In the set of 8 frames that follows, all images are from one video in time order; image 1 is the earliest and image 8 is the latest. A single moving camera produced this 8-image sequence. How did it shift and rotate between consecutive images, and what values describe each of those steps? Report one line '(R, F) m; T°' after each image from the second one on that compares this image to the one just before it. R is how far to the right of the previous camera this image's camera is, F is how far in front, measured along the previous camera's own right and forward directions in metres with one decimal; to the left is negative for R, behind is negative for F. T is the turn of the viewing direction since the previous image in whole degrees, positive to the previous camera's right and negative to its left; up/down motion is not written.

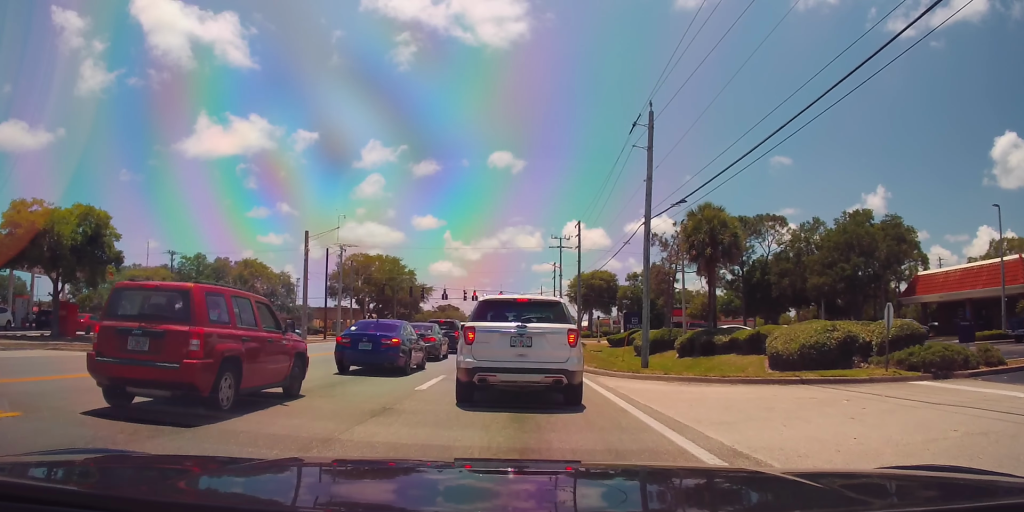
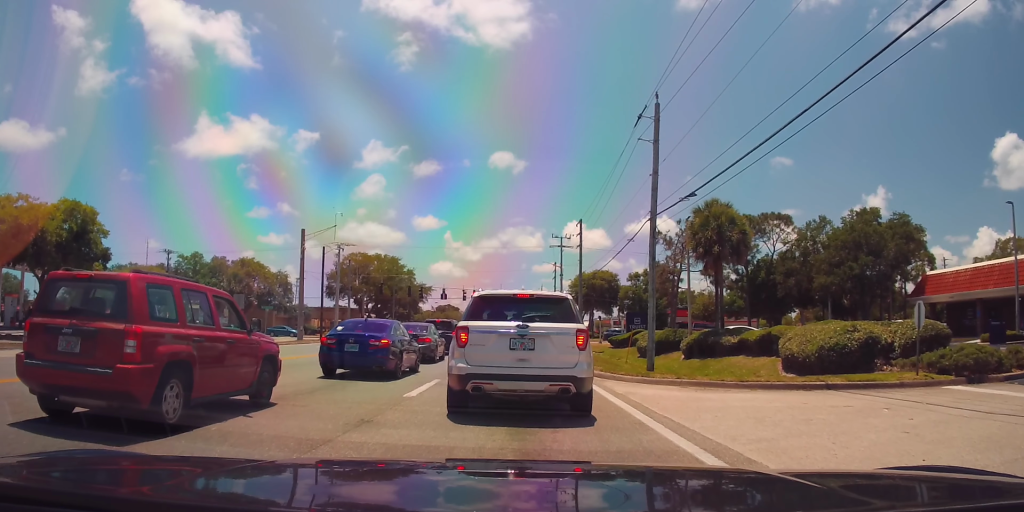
(0.0, +1.6) m; 0°
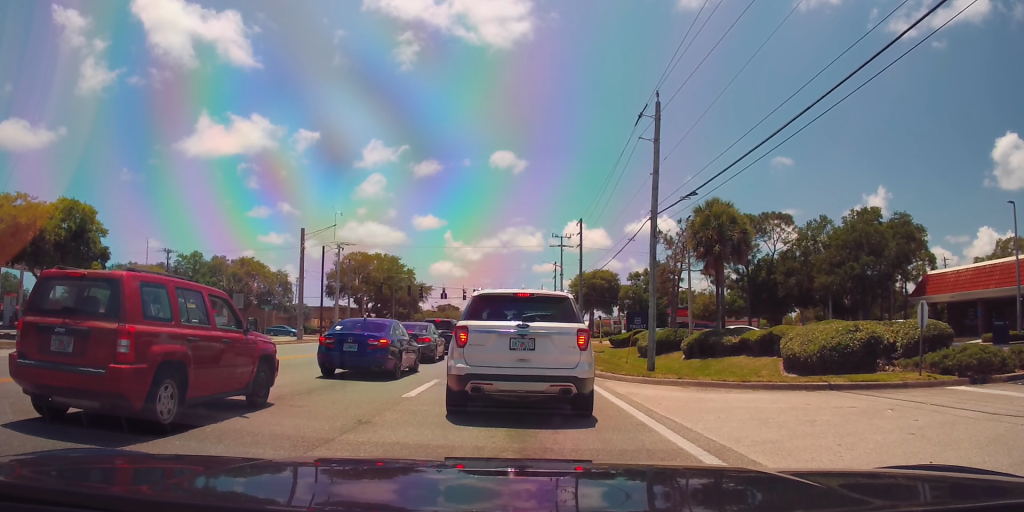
(0.0, +0.6) m; 0°
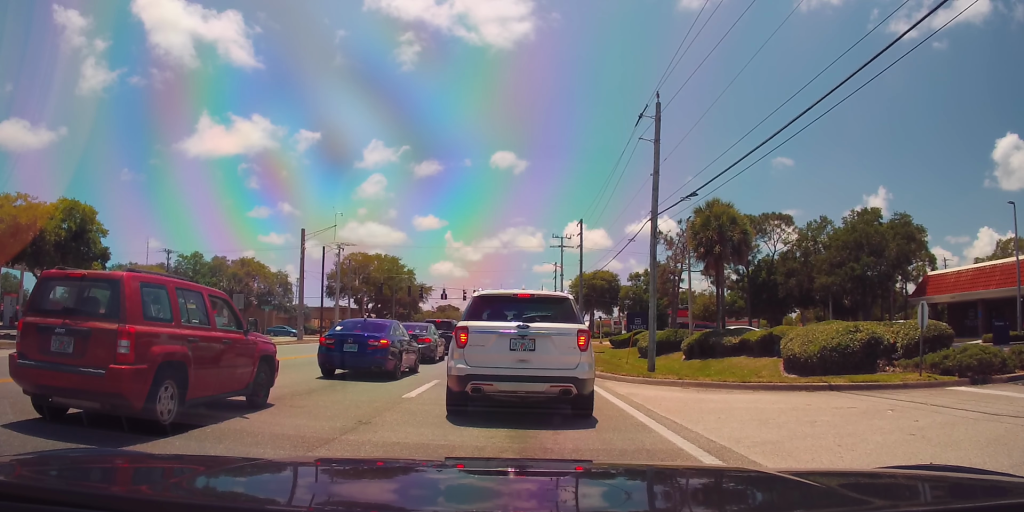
(0.0, +0.5) m; 0°
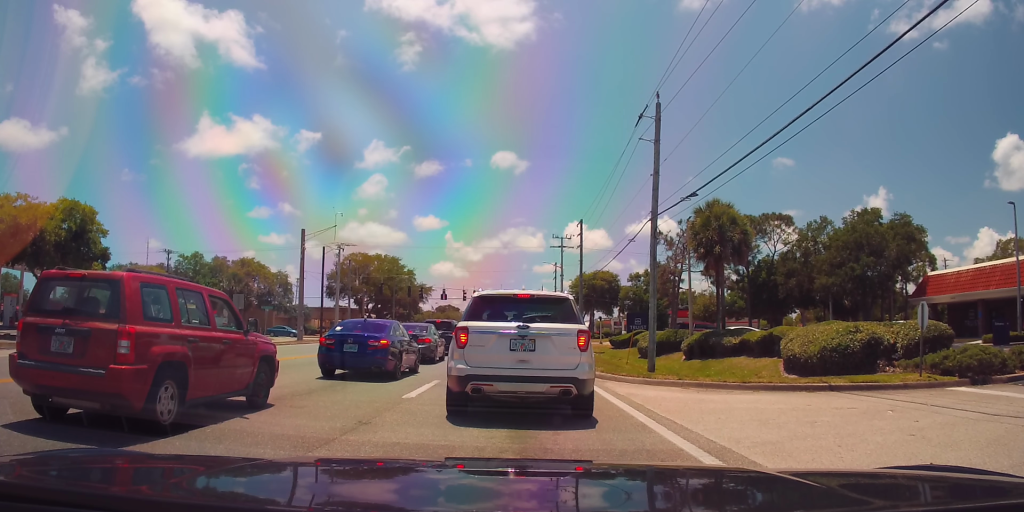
(0.0, +0.3) m; 0°
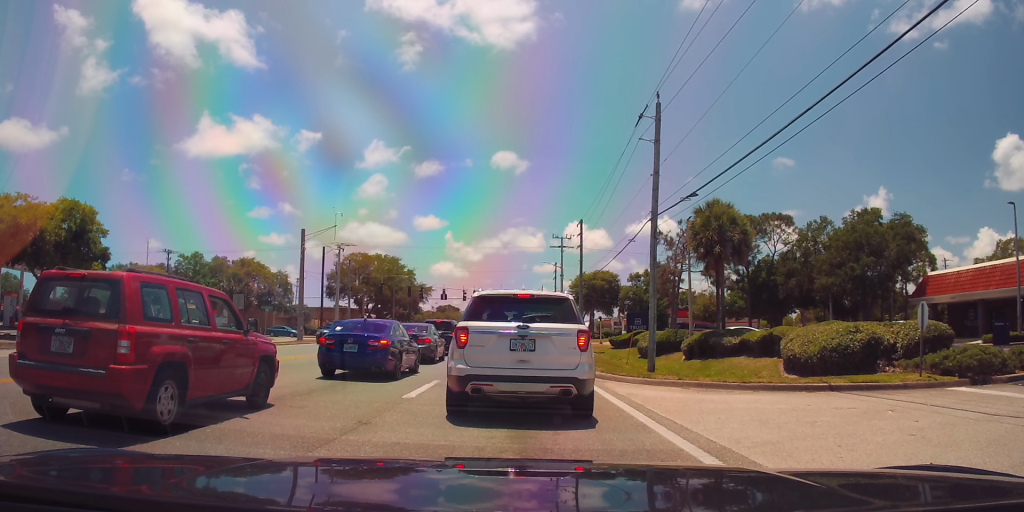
(0.0, +0.1) m; 0°
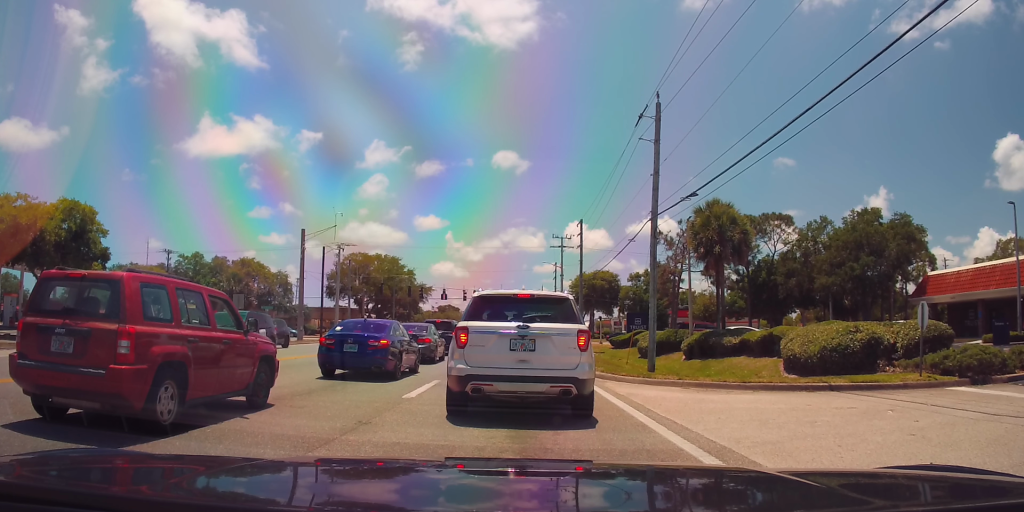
(0.0, 0.0) m; 0°
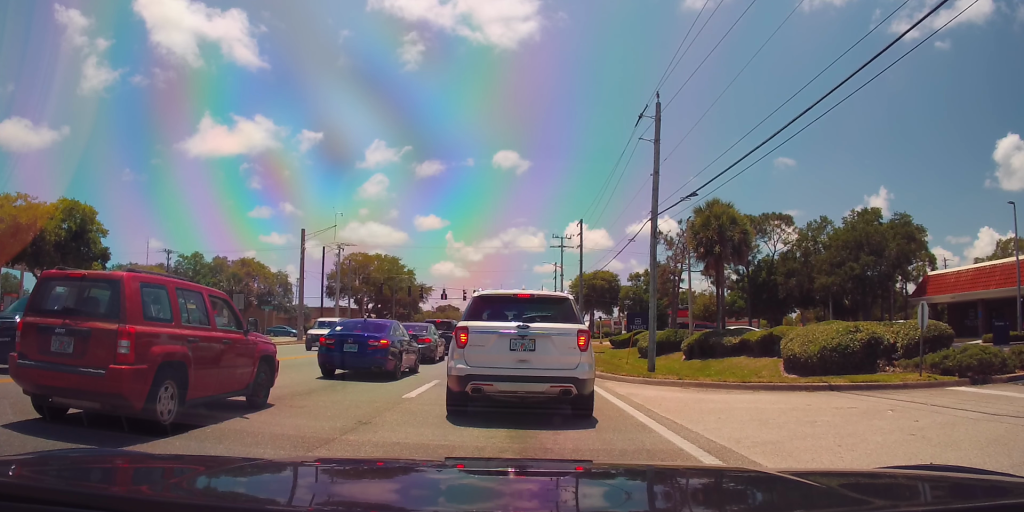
(0.0, 0.0) m; 0°
